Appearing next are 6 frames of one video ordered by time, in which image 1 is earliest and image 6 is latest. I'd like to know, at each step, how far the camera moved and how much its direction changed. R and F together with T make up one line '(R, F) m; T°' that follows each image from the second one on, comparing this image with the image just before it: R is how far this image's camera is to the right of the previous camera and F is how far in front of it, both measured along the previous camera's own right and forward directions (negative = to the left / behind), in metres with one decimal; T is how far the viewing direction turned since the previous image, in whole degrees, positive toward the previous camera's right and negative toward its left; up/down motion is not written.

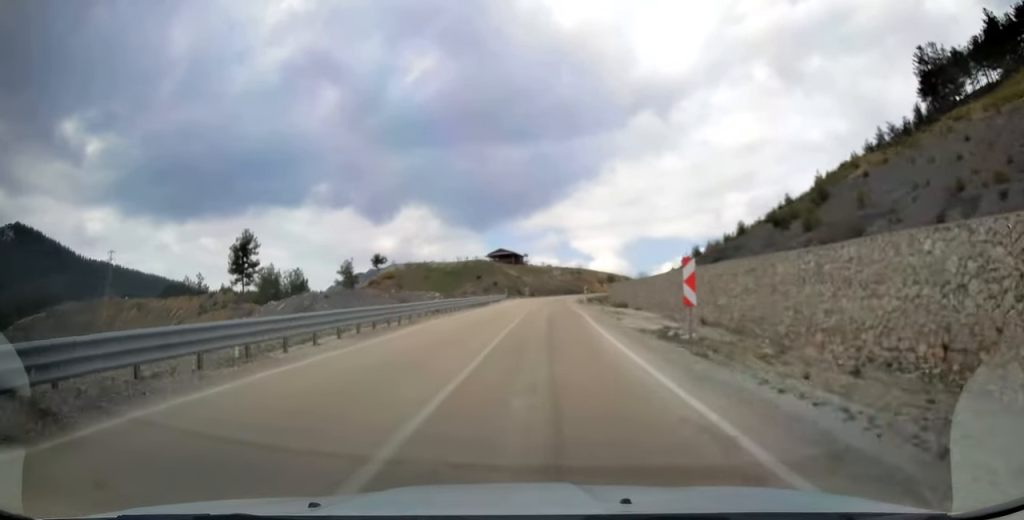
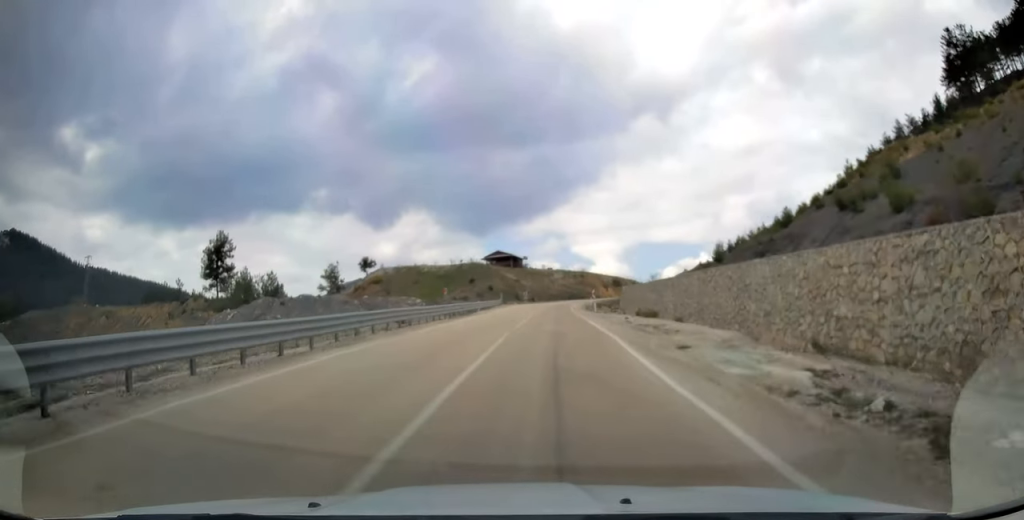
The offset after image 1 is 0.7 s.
(0.0, +12.3) m; 0°
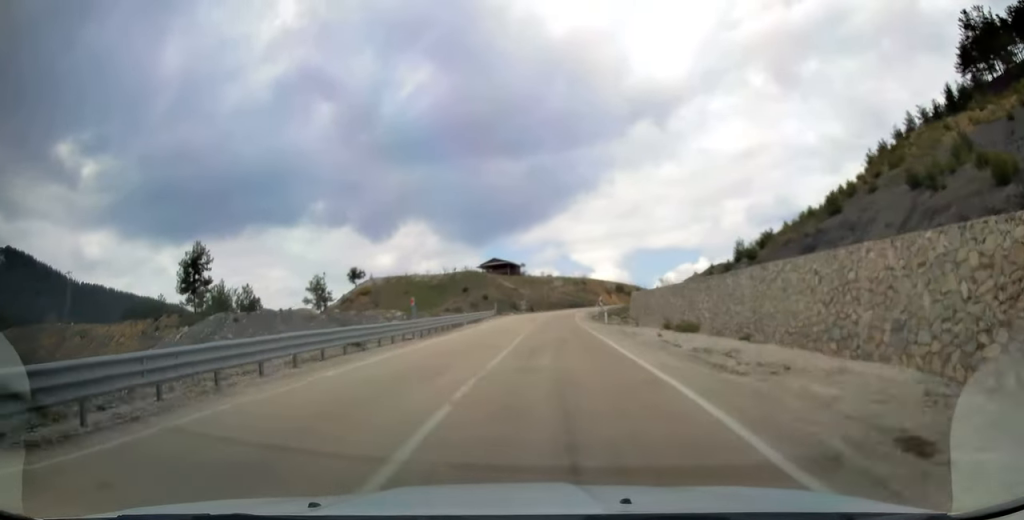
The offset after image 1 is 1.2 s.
(0.0, +9.2) m; 0°
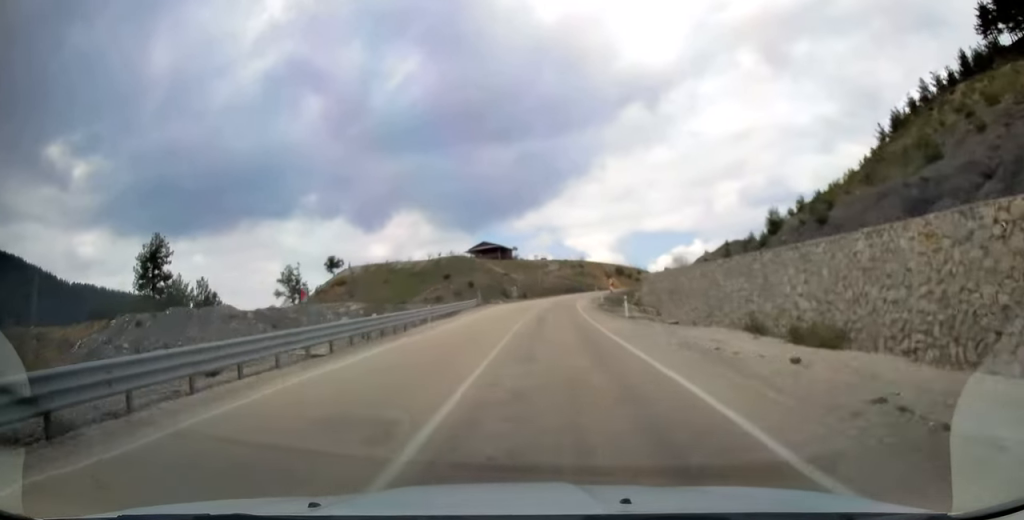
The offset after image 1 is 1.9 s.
(0.0, +12.8) m; 0°
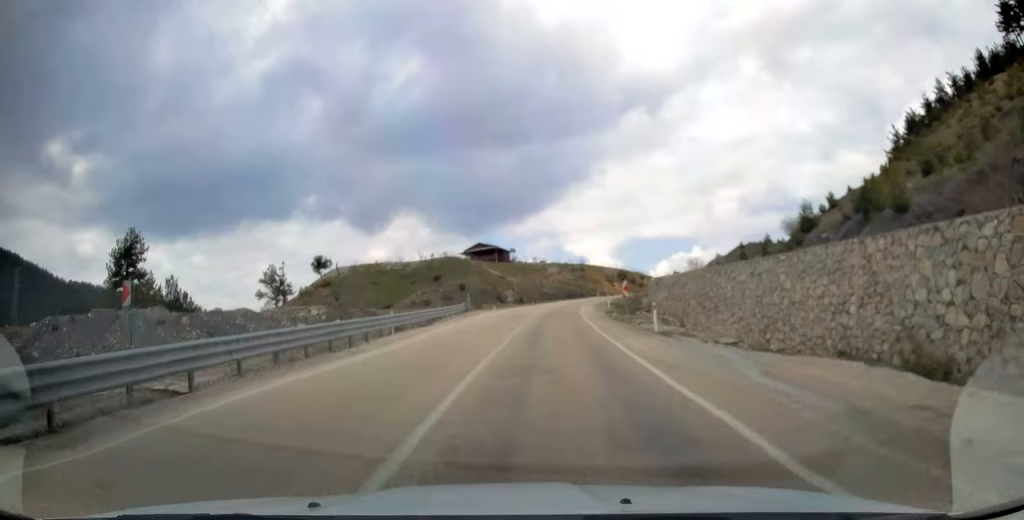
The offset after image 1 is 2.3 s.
(0.0, +7.8) m; 0°
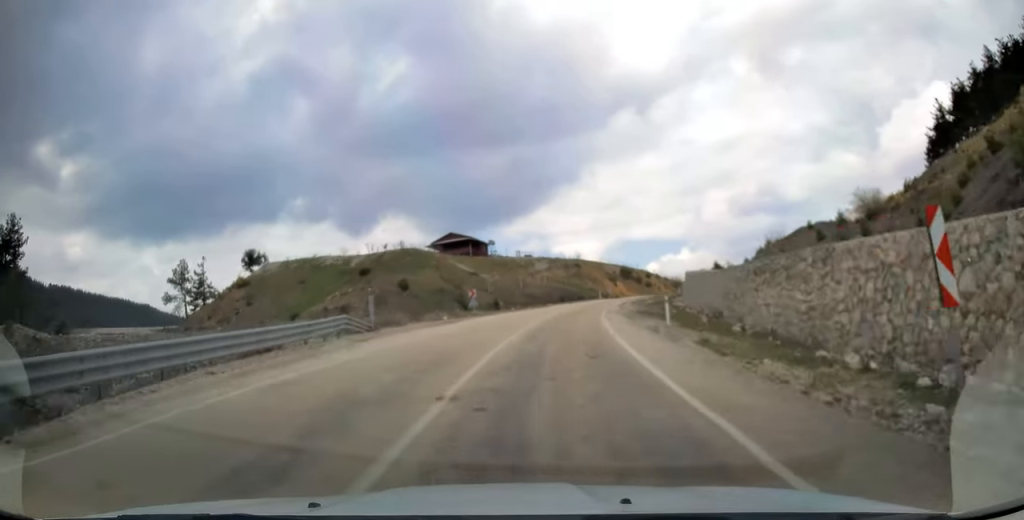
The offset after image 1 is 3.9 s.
(0.0, +28.0) m; +2°
